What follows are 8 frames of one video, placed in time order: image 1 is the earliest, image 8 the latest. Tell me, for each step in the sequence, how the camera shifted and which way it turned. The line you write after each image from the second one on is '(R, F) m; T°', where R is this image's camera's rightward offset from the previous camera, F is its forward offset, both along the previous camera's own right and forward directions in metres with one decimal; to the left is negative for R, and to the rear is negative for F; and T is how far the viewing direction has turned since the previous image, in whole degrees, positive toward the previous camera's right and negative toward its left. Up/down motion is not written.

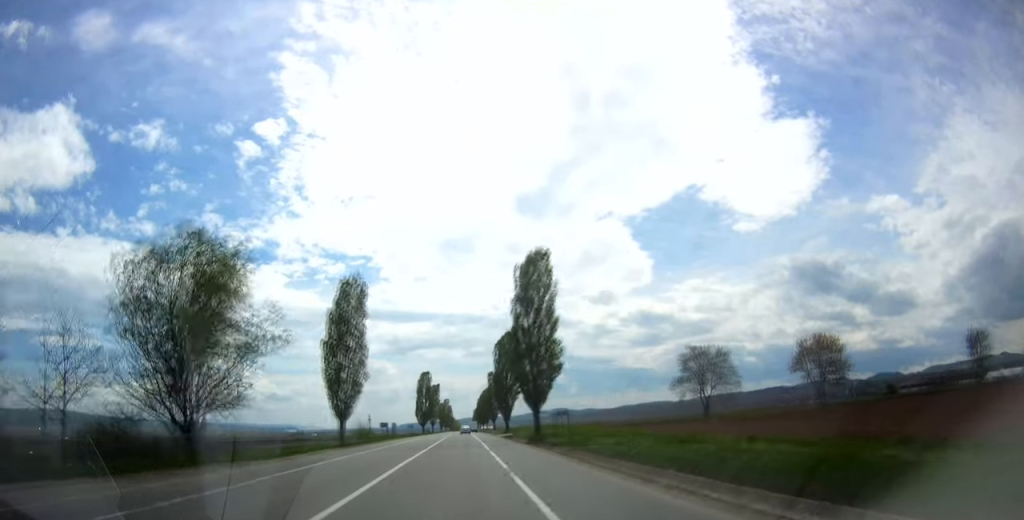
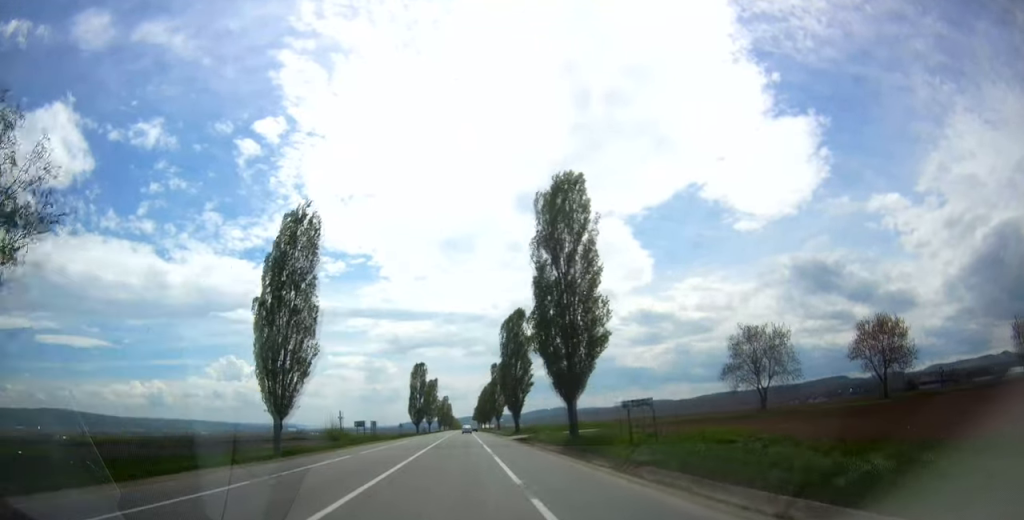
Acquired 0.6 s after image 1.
(0.0, +19.1) m; 0°
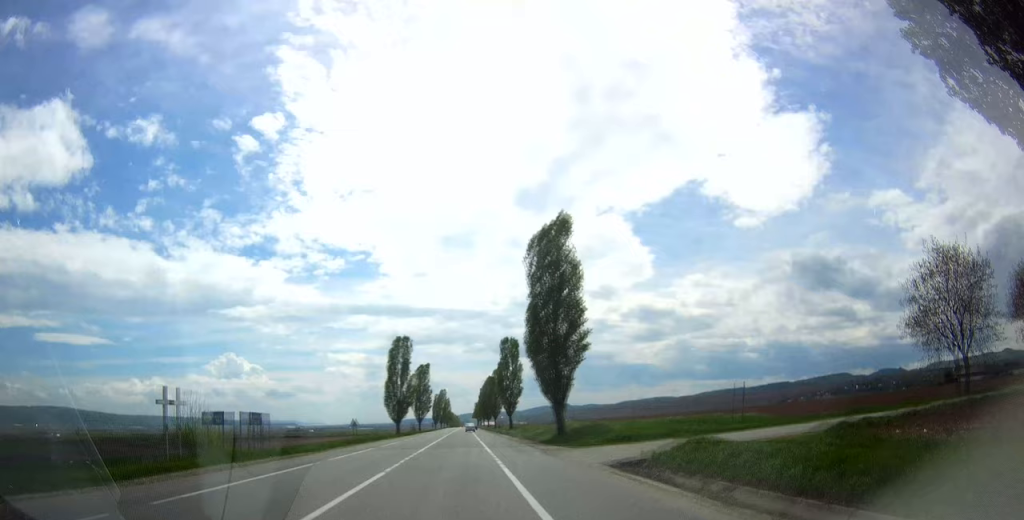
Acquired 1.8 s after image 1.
(0.0, +38.2) m; 0°
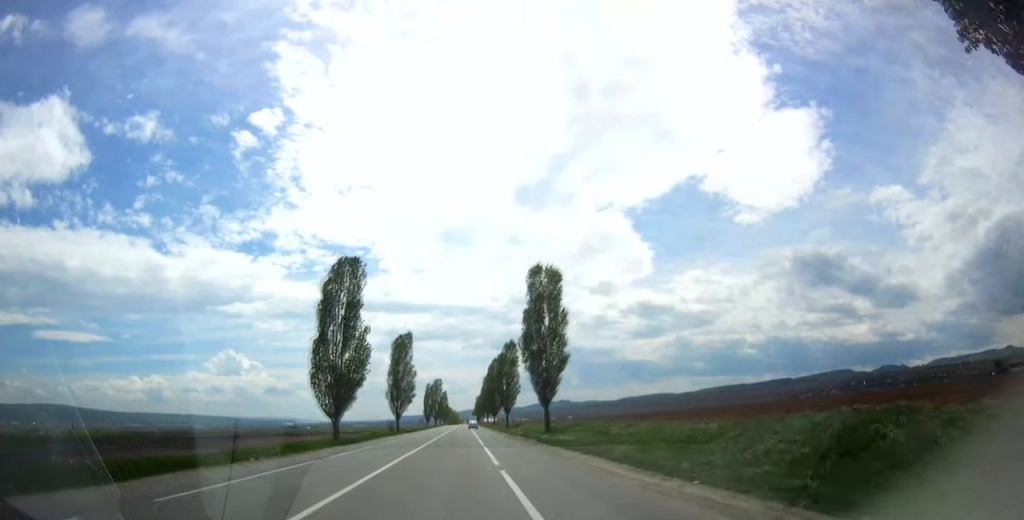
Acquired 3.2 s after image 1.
(0.0, +45.9) m; 0°
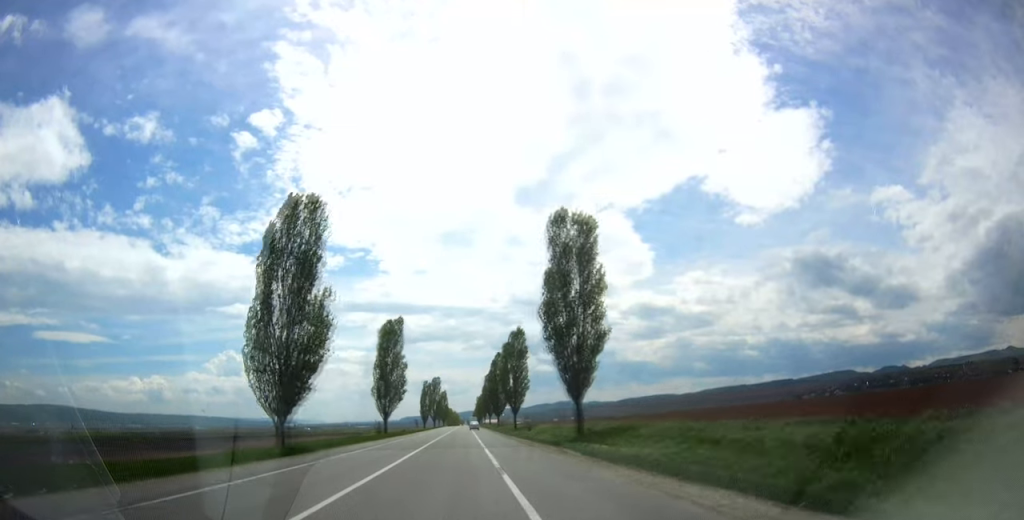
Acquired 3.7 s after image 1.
(0.0, +15.3) m; 0°
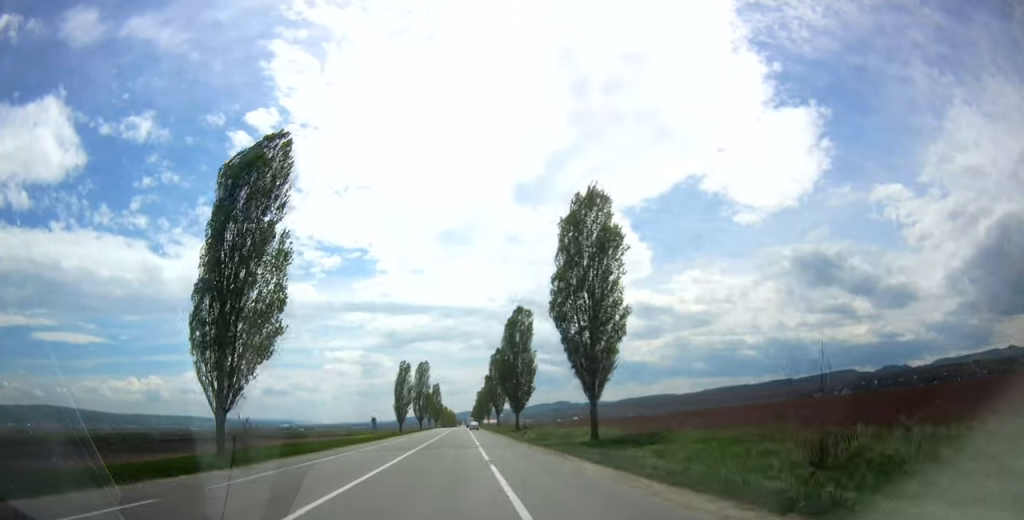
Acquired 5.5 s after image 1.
(+0.5, +56.7) m; 0°
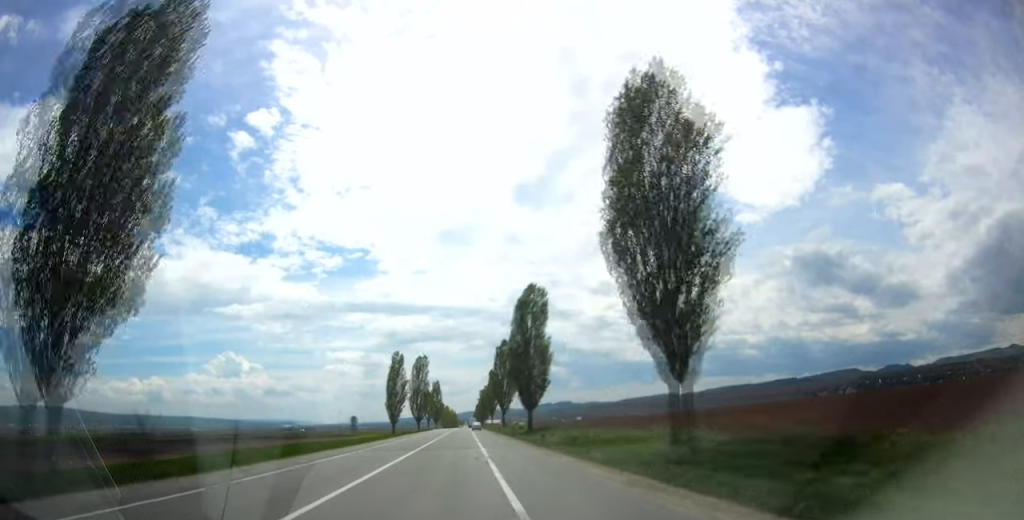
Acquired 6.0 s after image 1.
(-0.1, +13.6) m; 0°
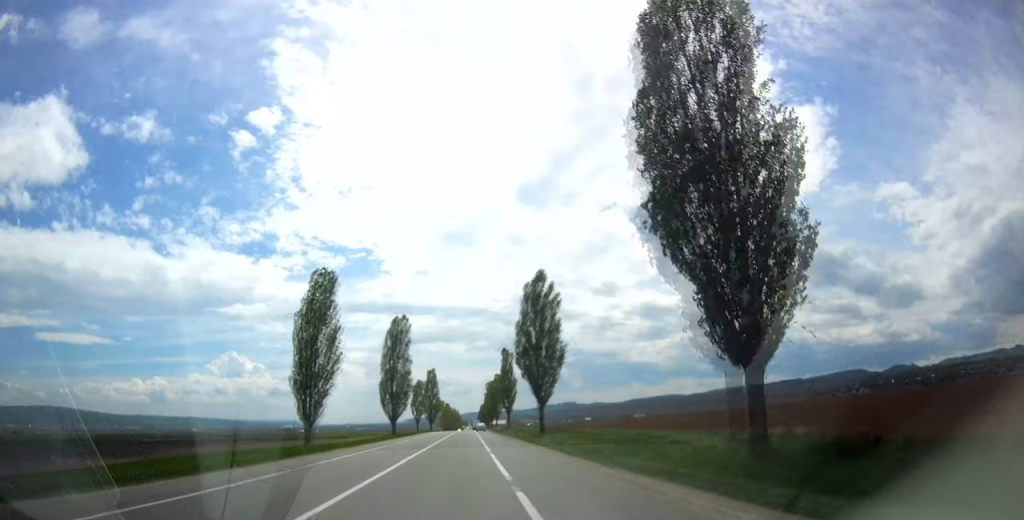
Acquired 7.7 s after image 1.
(-0.2, +53.2) m; -1°
